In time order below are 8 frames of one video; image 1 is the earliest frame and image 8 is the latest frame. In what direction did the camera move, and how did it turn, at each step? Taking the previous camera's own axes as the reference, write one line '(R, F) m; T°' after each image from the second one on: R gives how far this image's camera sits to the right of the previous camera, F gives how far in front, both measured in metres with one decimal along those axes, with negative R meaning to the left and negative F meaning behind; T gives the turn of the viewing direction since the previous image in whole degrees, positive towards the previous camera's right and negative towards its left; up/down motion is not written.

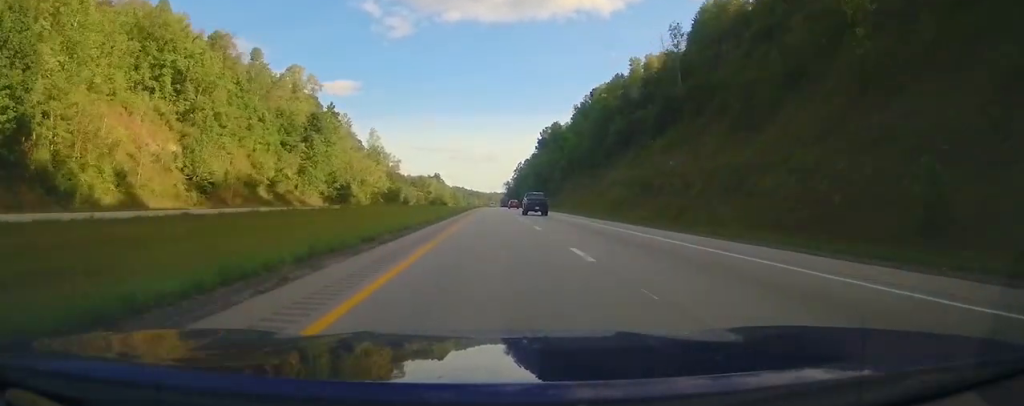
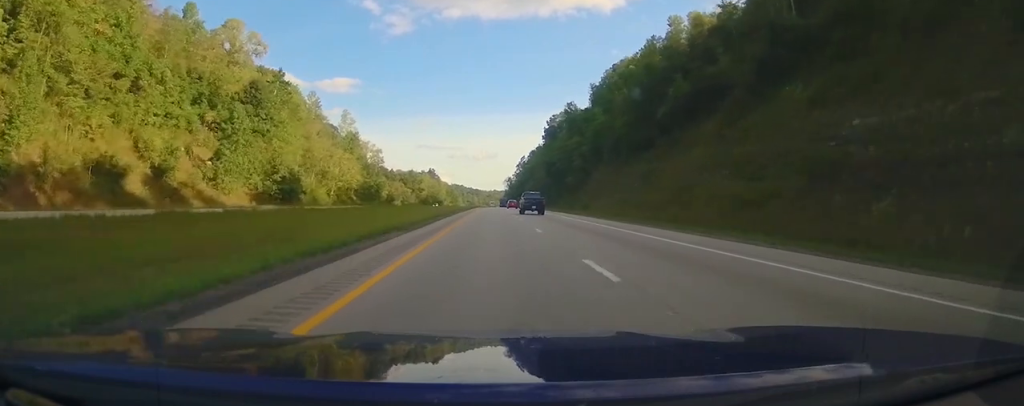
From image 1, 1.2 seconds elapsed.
(-0.1, +39.4) m; 0°
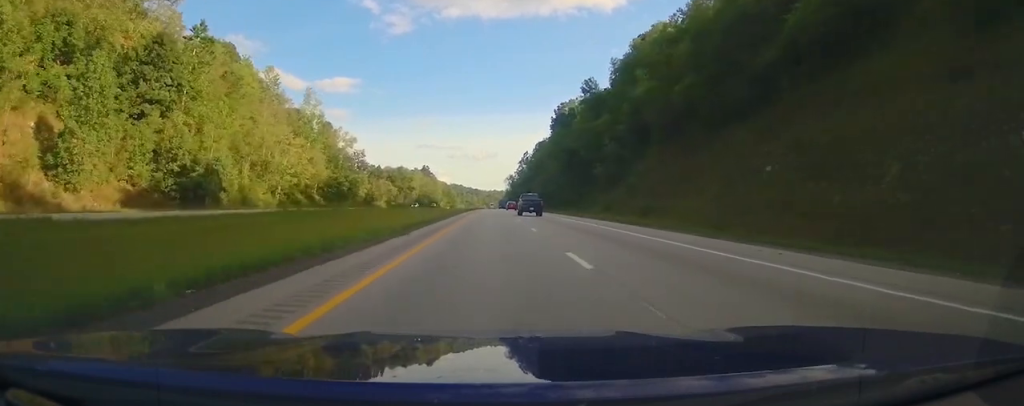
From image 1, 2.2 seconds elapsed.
(-0.1, +34.8) m; 0°
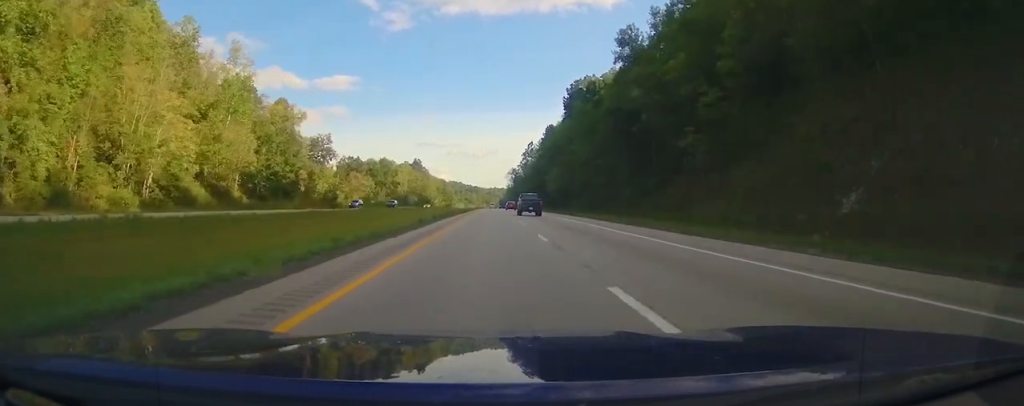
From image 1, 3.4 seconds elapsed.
(+0.1, +41.8) m; 0°
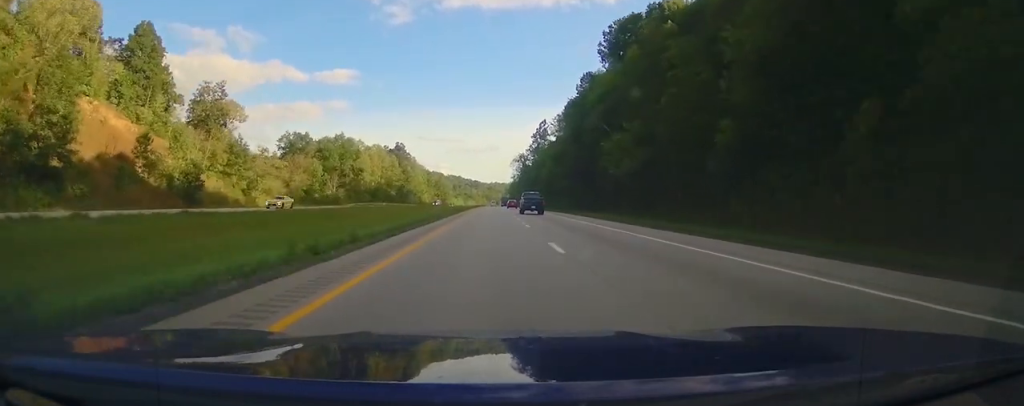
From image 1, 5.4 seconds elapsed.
(-0.4, +65.7) m; -1°
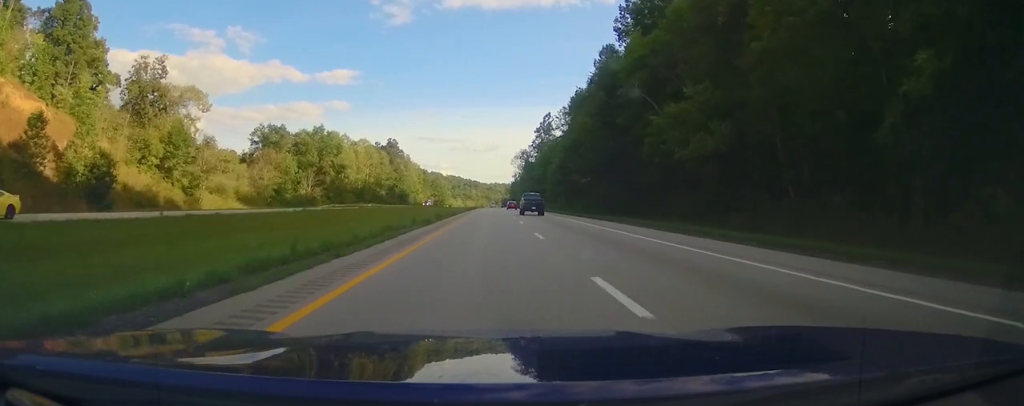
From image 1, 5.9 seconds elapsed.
(0.0, +19.2) m; 0°
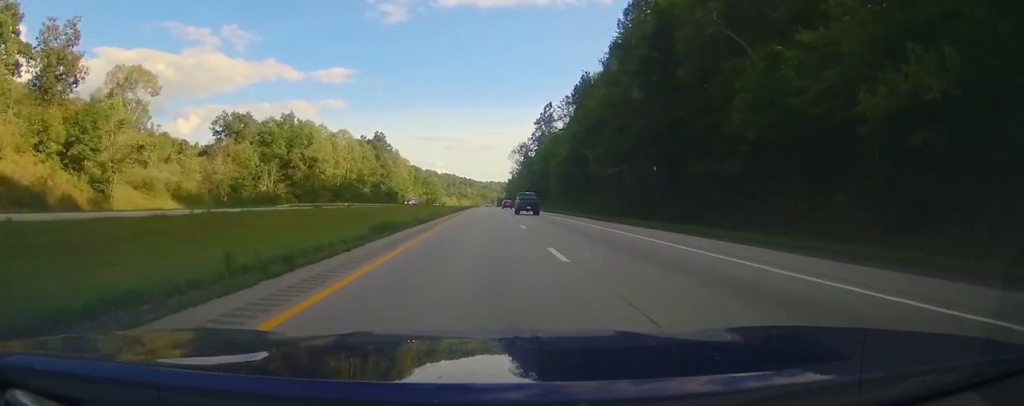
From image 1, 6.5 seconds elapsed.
(-0.2, +19.2) m; 0°
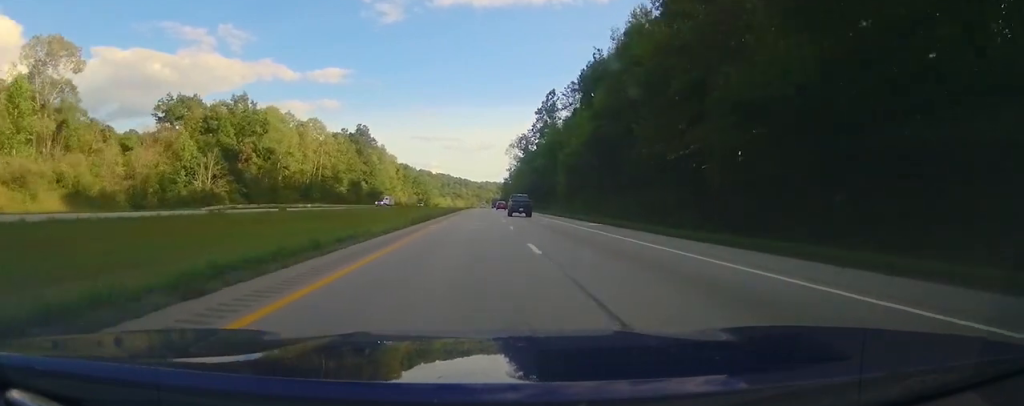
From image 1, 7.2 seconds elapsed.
(+0.1, +22.5) m; +1°
